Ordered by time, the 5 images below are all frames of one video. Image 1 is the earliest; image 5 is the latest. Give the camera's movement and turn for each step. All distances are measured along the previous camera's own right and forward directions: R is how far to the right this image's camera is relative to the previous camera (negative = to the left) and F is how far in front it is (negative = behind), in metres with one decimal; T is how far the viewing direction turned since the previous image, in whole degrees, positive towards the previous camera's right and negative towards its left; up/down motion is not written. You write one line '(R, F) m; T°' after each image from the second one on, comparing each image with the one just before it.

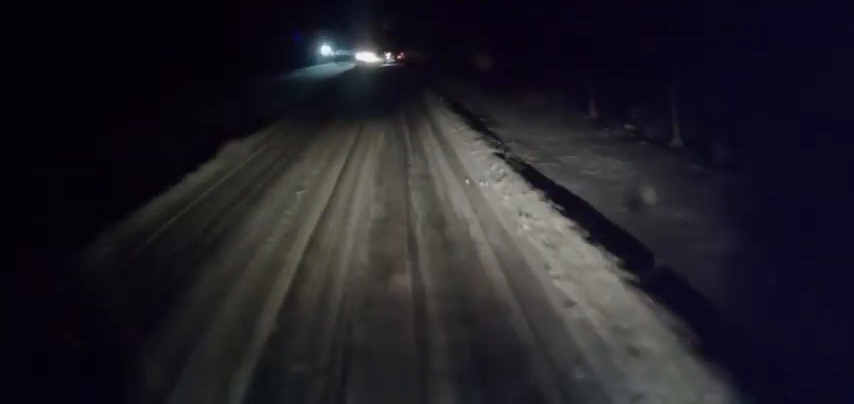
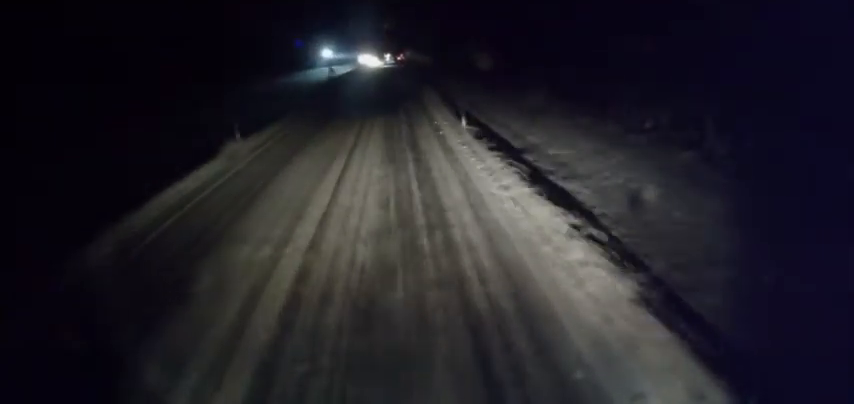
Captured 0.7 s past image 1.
(+0.1, +7.8) m; 0°
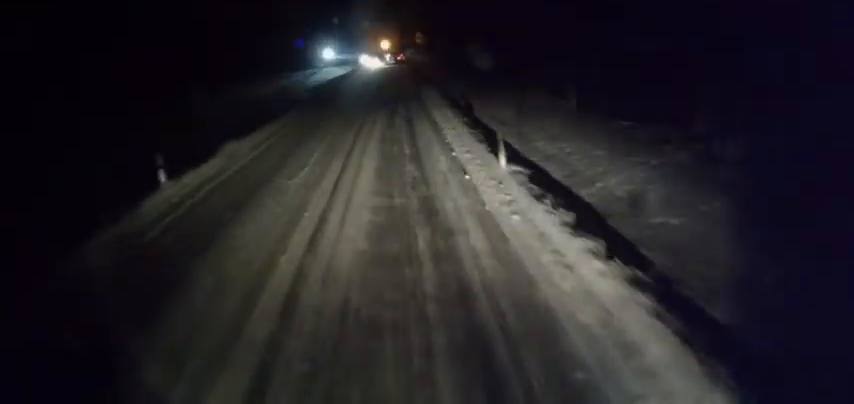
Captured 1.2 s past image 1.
(+0.1, +5.7) m; -1°
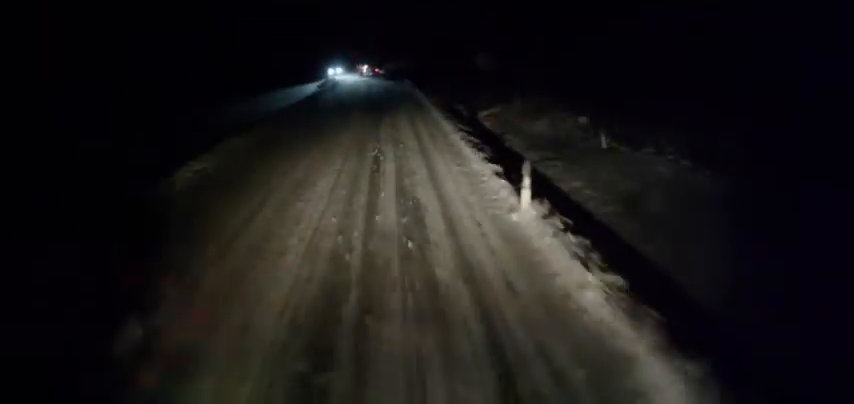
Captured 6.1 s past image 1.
(-1.4, +53.5) m; -2°
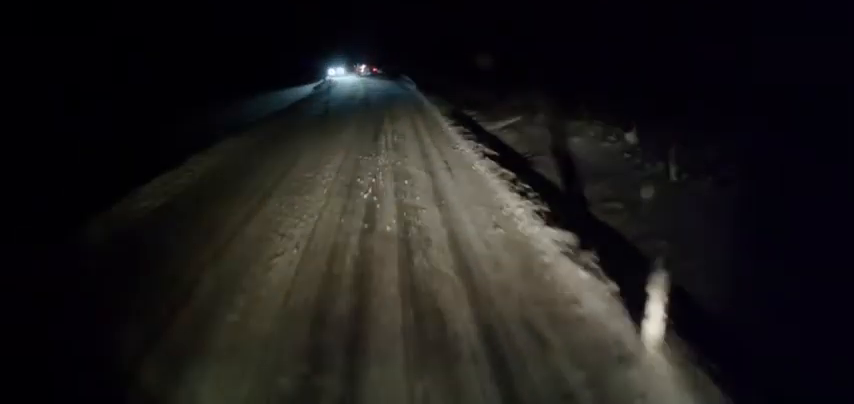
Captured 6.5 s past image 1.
(0.0, +4.2) m; +1°
